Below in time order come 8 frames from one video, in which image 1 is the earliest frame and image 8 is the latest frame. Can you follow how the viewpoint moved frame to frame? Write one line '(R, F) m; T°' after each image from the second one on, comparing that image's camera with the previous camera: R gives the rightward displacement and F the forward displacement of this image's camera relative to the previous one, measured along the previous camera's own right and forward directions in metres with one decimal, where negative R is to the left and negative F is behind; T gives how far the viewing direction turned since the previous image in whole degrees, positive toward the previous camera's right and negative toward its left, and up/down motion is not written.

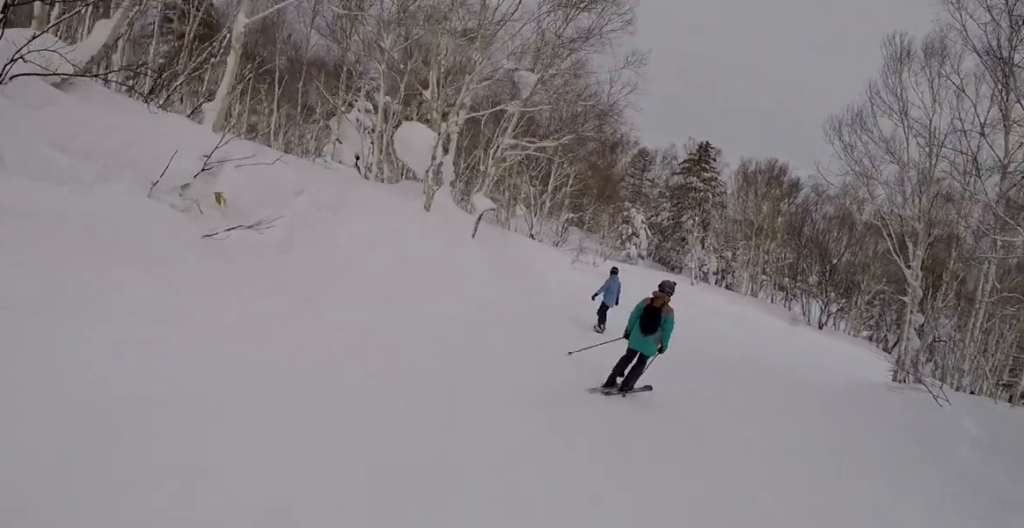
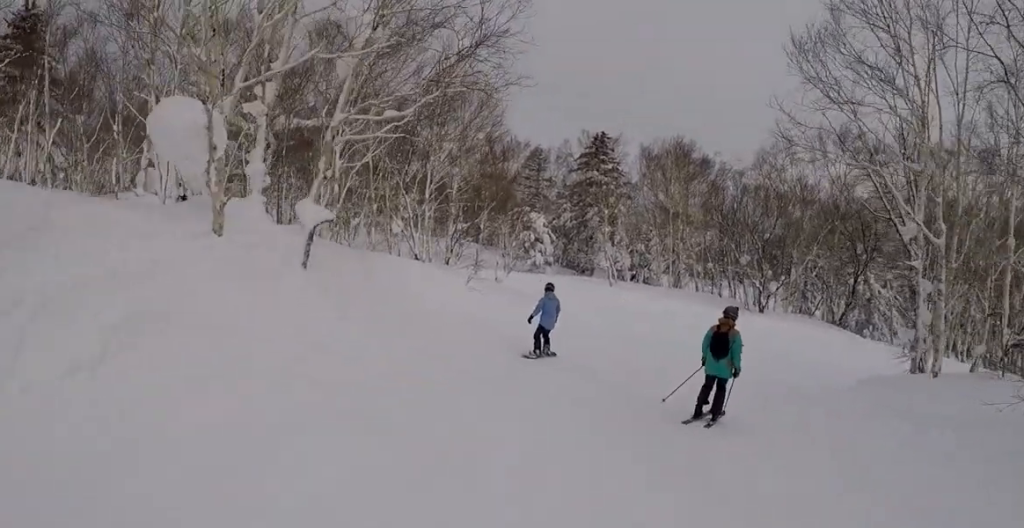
(+0.3, +5.9) m; +3°
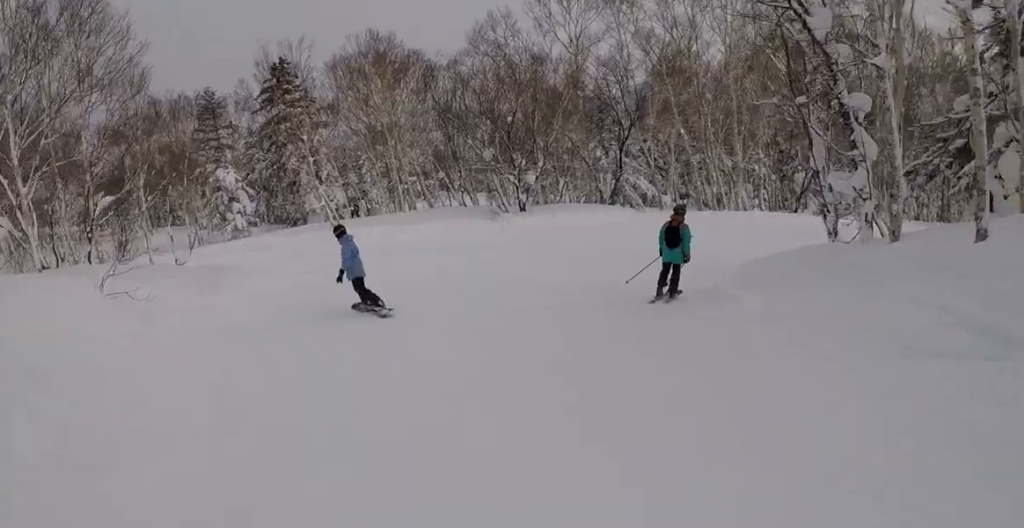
(+0.2, +7.9) m; +21°
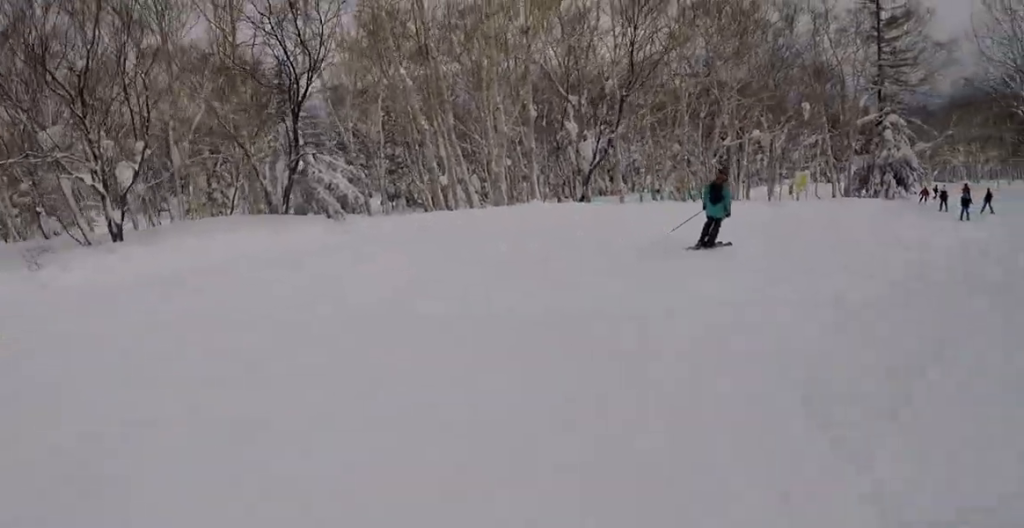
(+5.4, +12.1) m; +39°
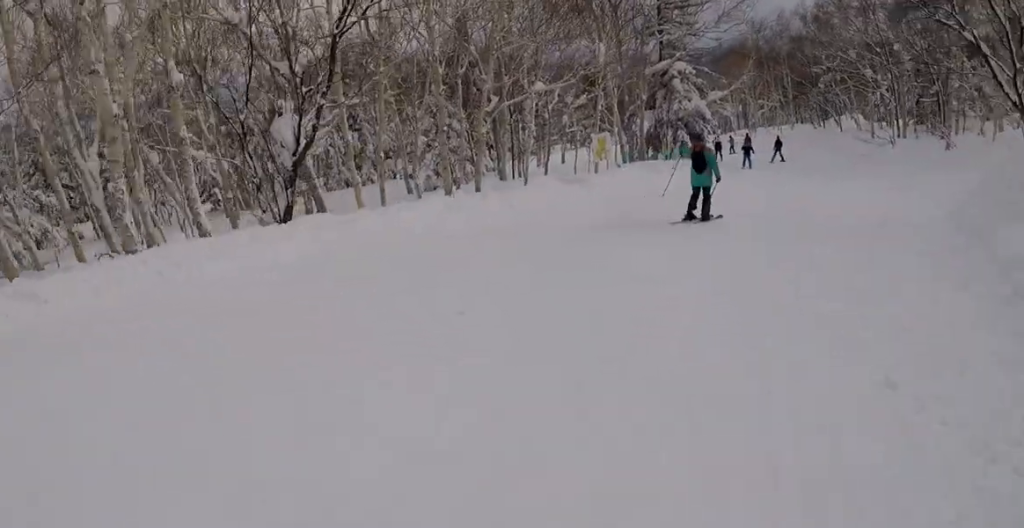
(+1.3, +7.3) m; +20°
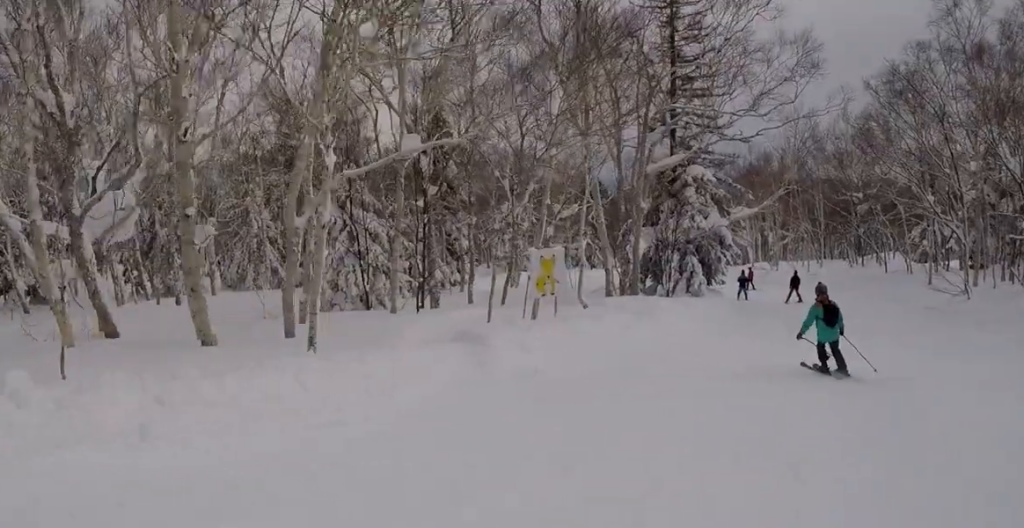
(+1.9, +9.3) m; +18°
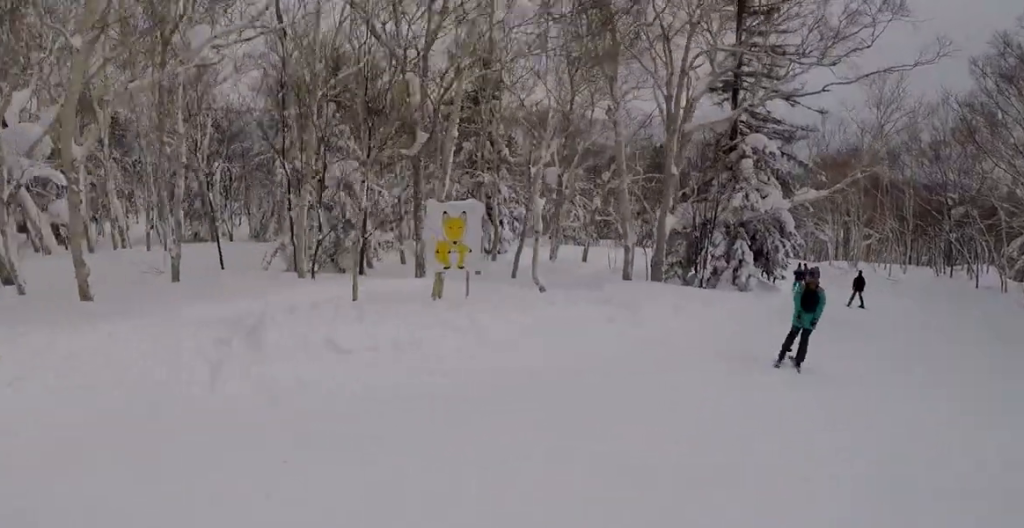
(+0.2, +4.8) m; -3°
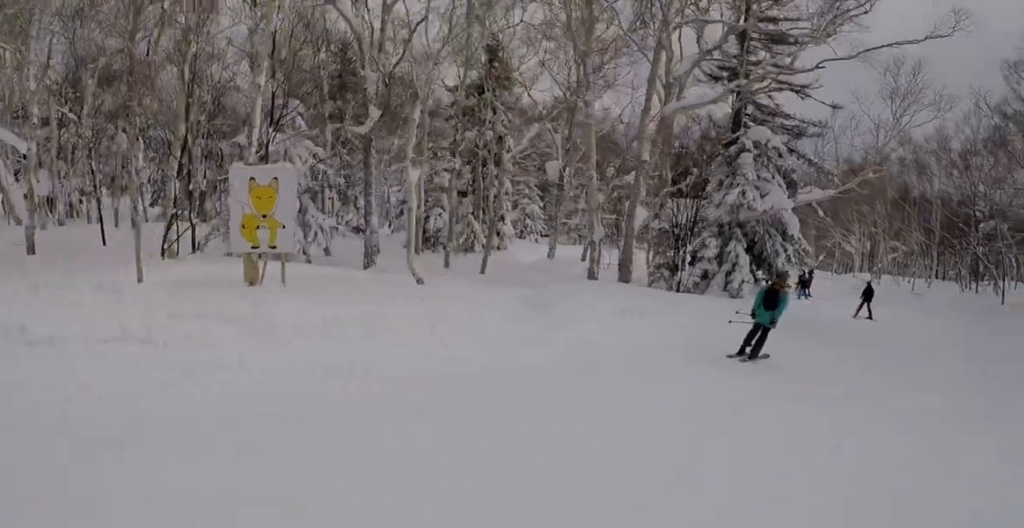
(+0.4, +3.2) m; -3°
